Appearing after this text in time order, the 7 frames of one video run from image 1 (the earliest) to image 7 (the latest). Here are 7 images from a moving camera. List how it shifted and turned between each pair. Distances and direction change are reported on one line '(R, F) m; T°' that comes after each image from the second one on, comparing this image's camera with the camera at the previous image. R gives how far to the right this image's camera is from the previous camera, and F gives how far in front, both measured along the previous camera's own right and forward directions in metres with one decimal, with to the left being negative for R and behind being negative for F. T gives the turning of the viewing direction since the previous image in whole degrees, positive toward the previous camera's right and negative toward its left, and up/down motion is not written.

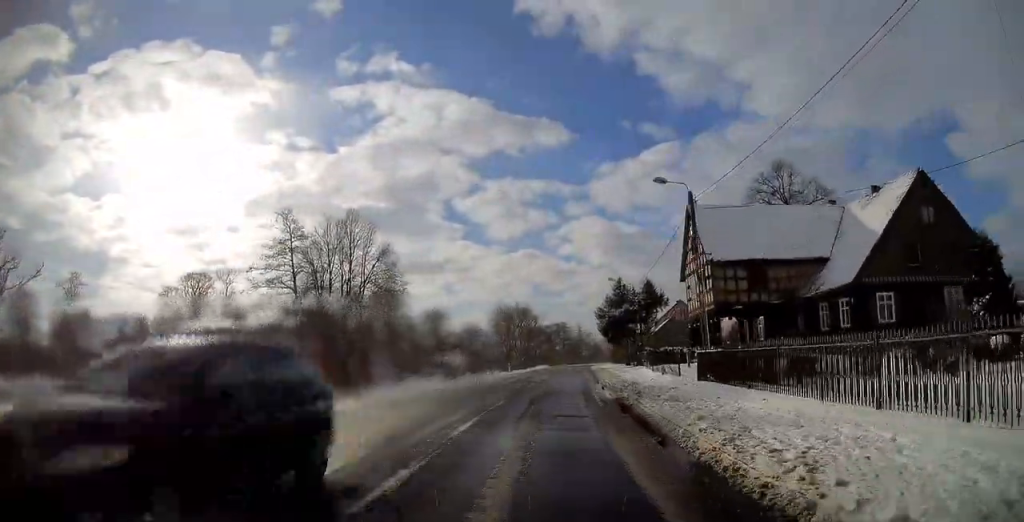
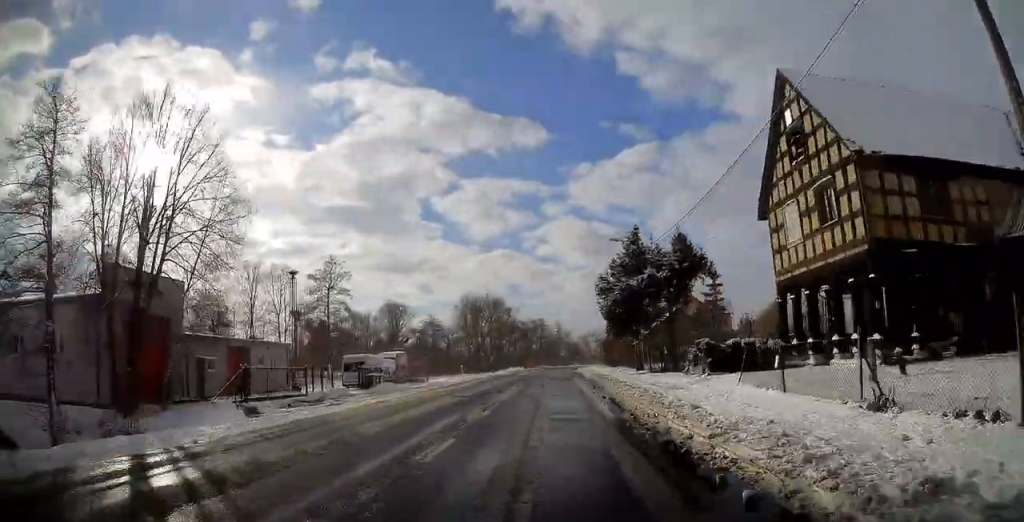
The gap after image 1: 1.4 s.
(-0.1, +20.3) m; +2°
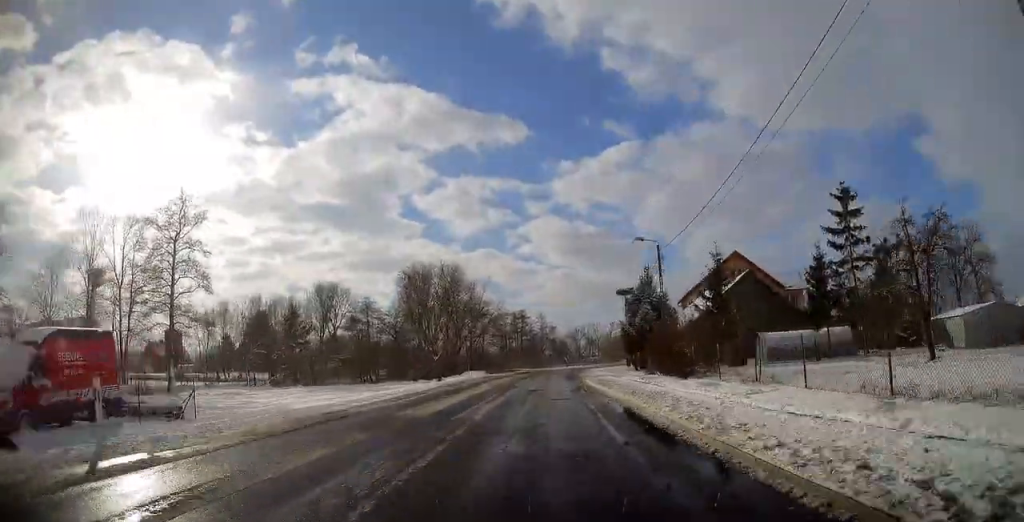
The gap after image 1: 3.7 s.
(+1.6, +35.0) m; +3°
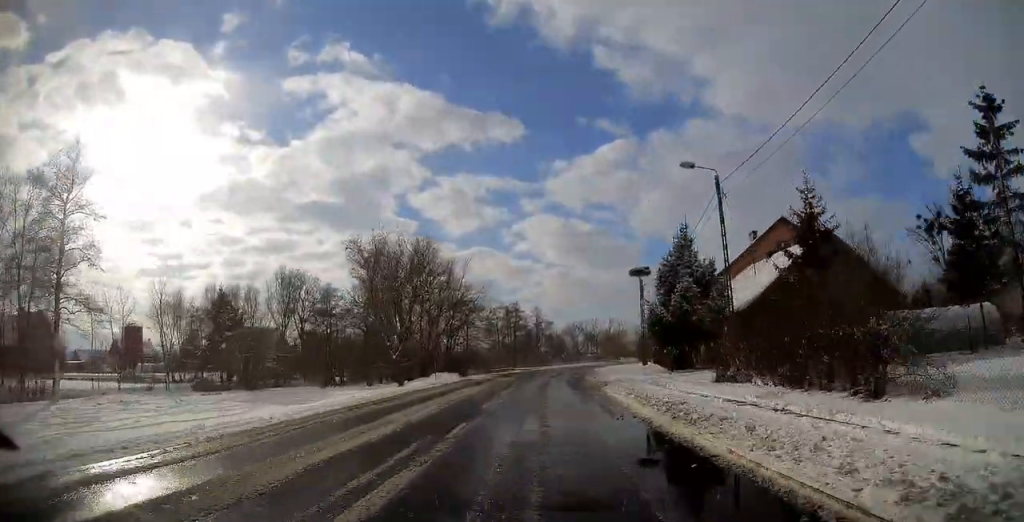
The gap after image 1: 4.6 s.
(0.0, +14.4) m; +1°
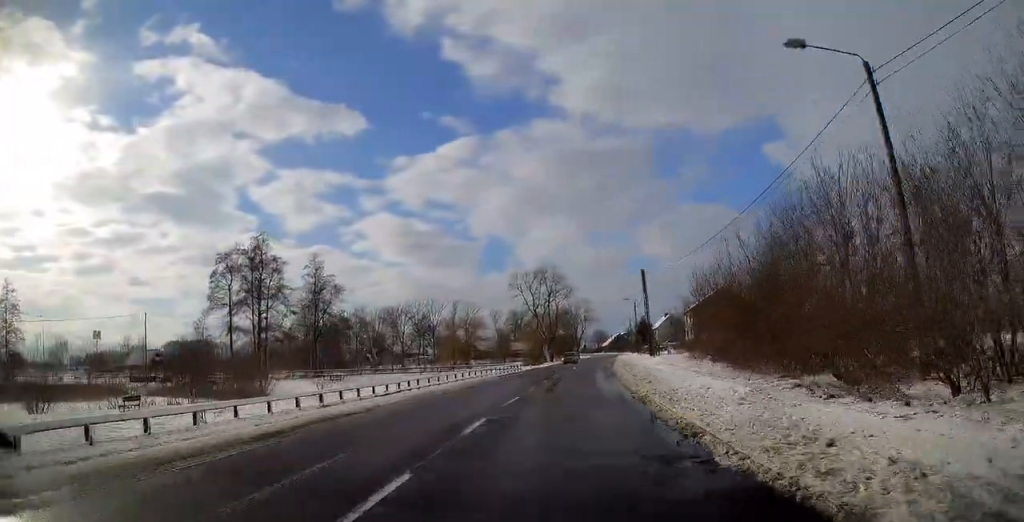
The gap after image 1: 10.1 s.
(+8.4, +86.1) m; +14°
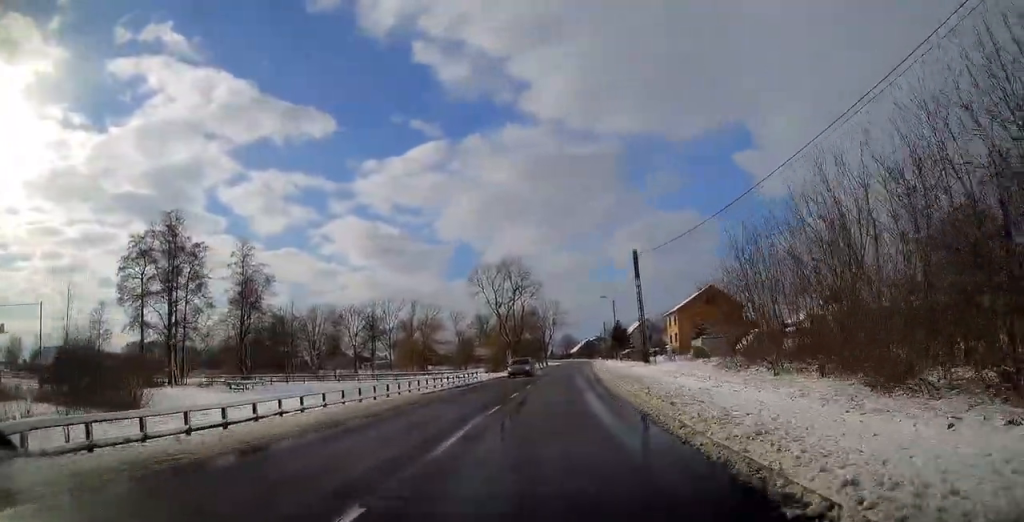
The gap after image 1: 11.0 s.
(+0.2, +13.2) m; +3°
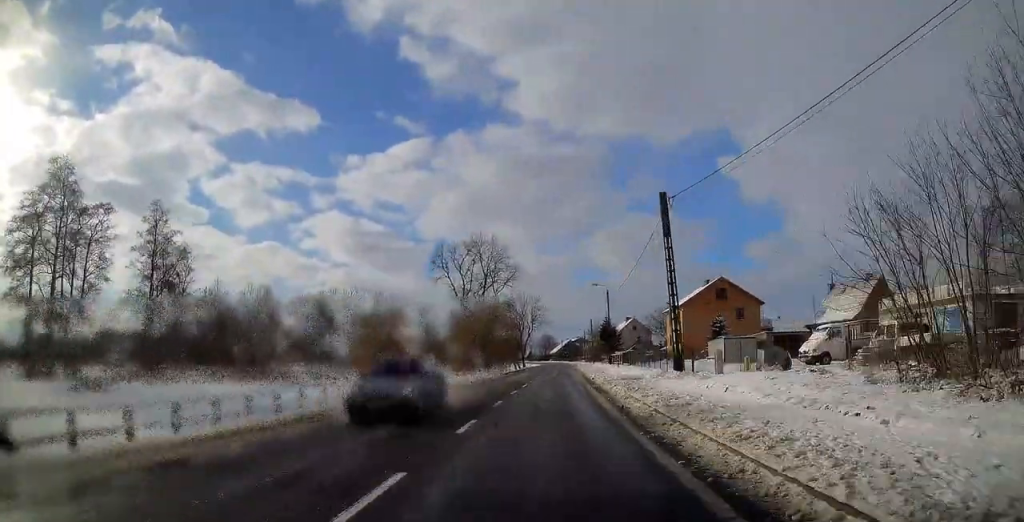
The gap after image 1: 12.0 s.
(+0.6, +15.8) m; +2°
